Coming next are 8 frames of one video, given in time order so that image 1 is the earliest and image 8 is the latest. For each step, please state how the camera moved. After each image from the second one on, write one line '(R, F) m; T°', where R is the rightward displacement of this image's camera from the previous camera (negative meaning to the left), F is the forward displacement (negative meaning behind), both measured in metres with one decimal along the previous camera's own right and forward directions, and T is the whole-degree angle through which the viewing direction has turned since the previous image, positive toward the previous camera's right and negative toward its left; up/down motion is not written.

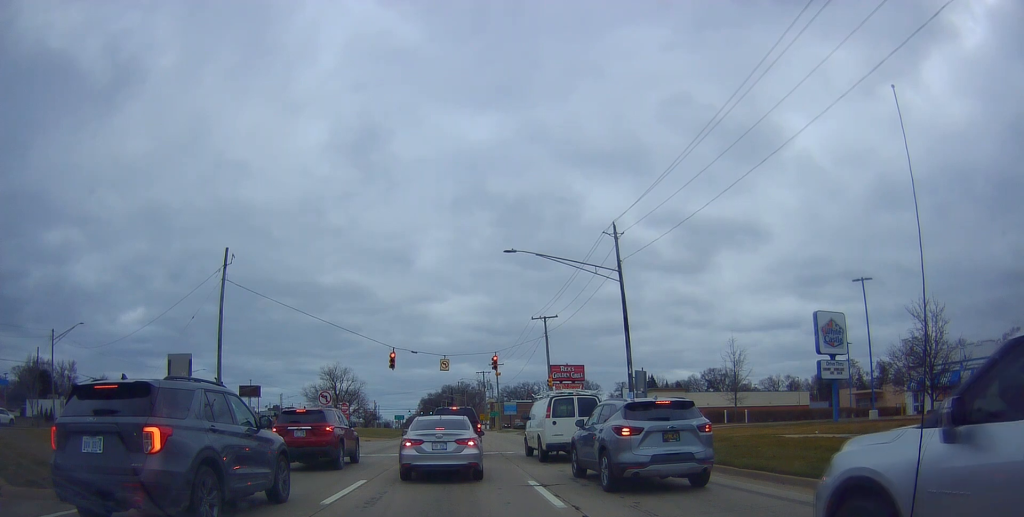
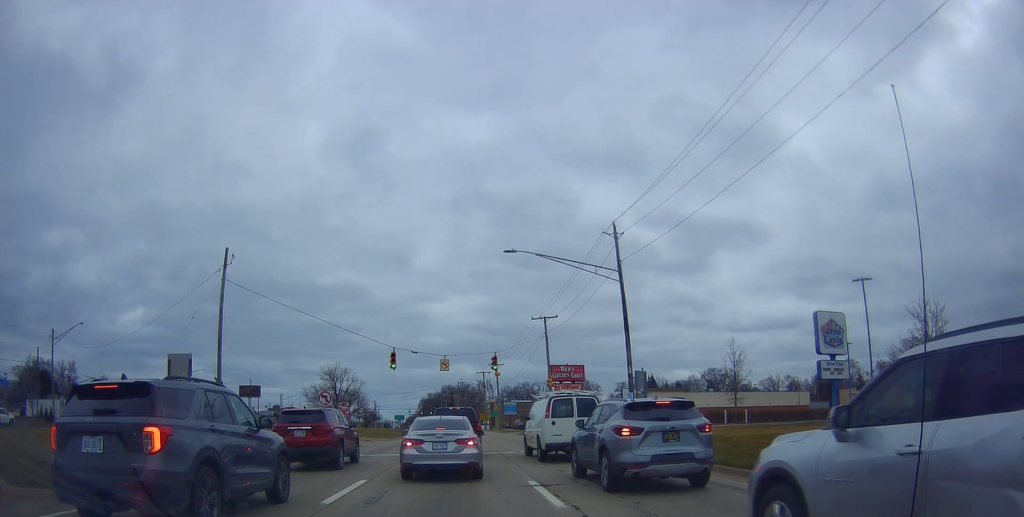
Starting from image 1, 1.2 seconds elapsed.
(0.0, 0.0) m; 0°
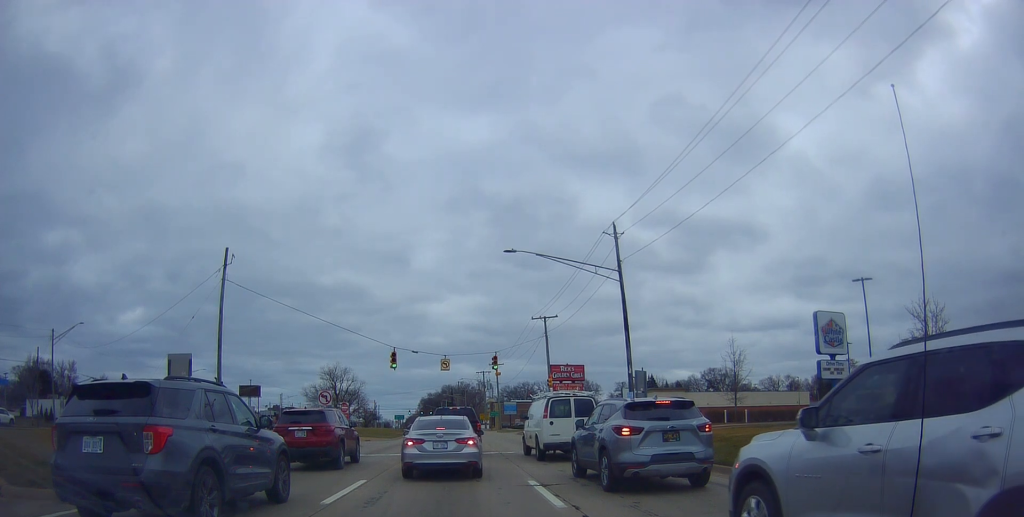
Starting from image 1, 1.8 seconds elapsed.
(0.0, 0.0) m; 0°
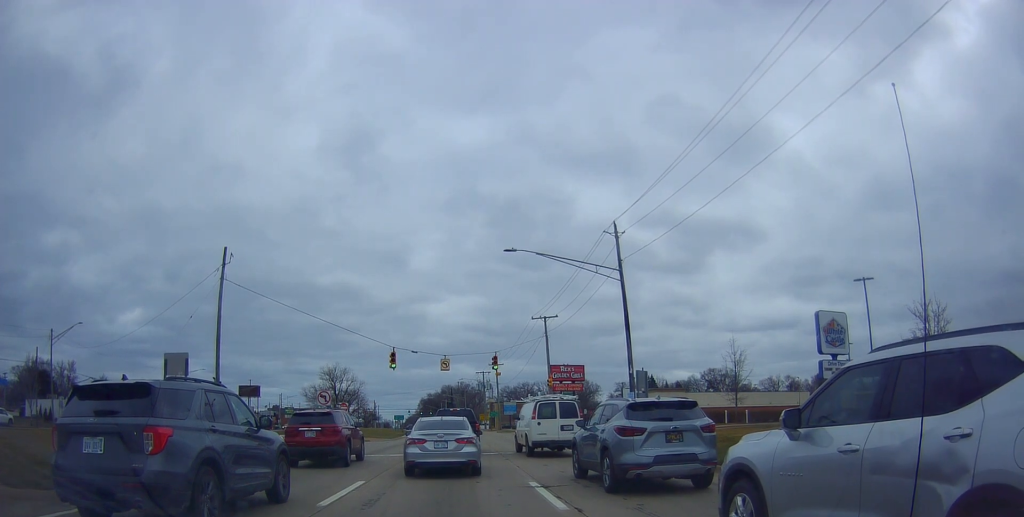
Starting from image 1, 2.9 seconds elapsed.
(0.0, +0.4) m; 0°
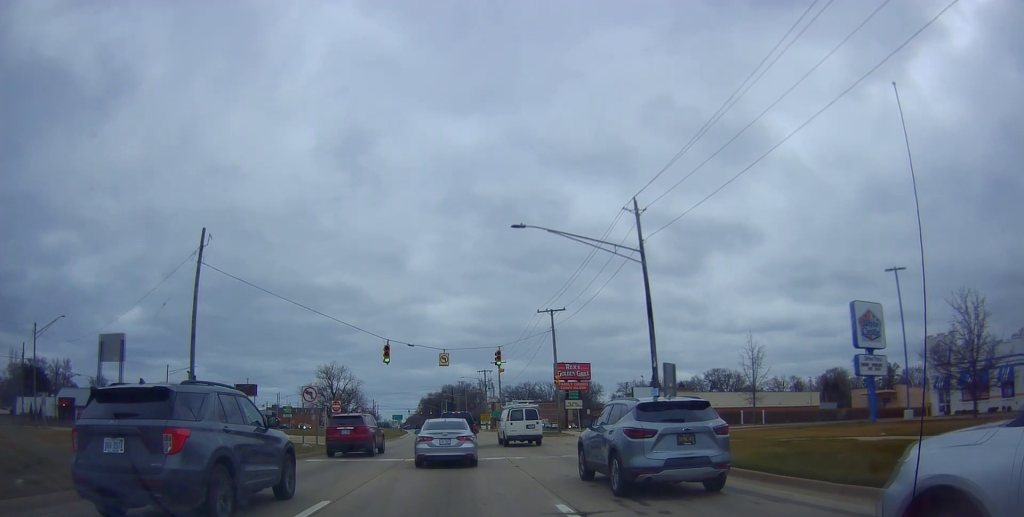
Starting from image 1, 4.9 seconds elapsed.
(-0.1, +0.9) m; 0°
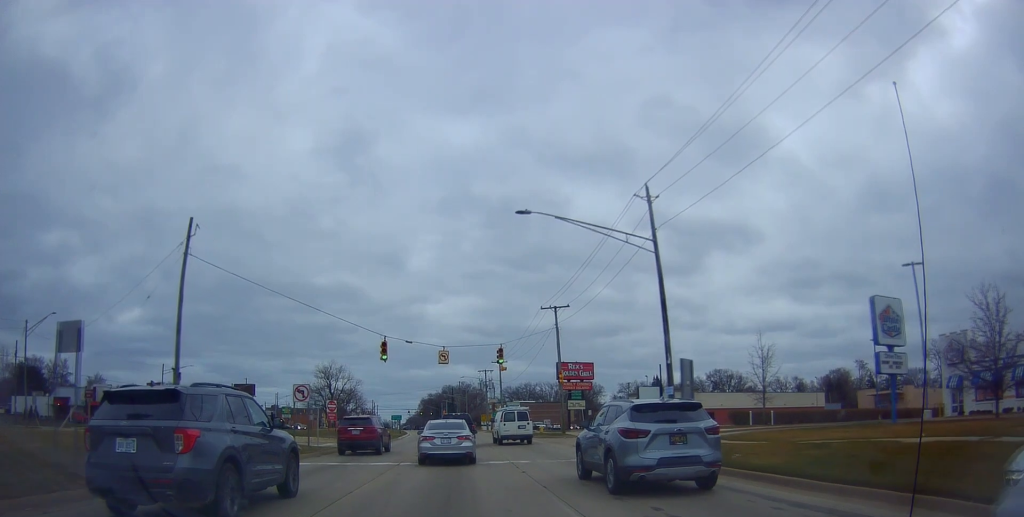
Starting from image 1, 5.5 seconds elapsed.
(-0.1, +0.6) m; -2°
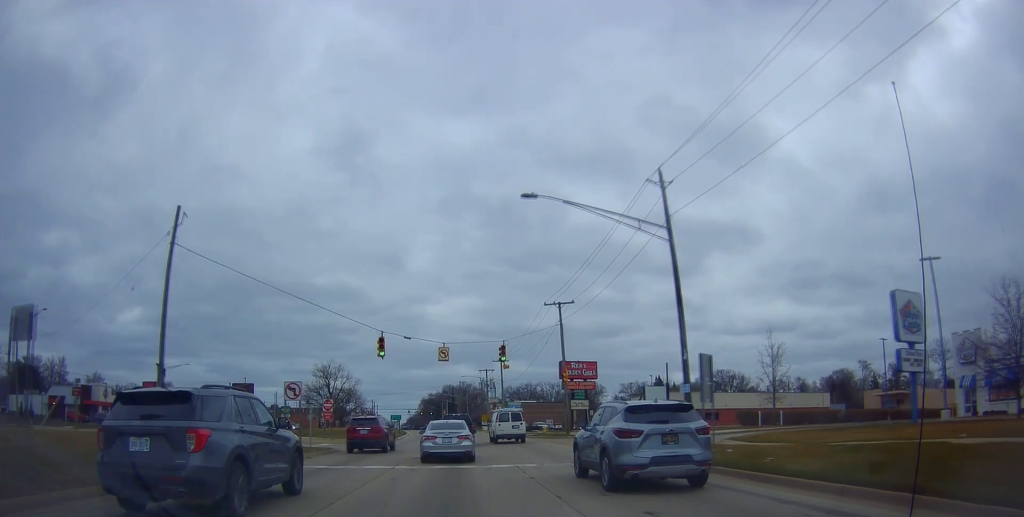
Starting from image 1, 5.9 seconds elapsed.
(-0.1, +0.8) m; -4°
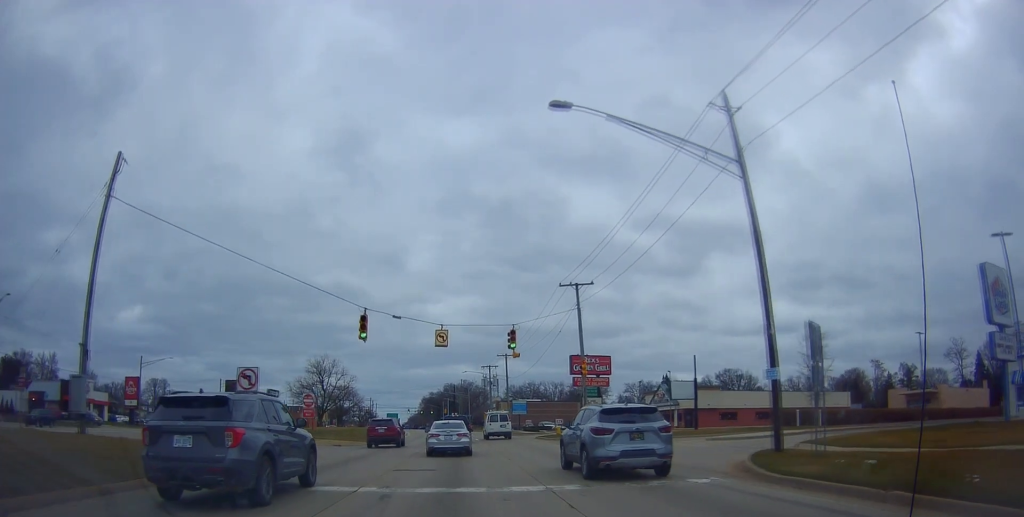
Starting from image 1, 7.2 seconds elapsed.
(-0.2, +4.6) m; -3°
